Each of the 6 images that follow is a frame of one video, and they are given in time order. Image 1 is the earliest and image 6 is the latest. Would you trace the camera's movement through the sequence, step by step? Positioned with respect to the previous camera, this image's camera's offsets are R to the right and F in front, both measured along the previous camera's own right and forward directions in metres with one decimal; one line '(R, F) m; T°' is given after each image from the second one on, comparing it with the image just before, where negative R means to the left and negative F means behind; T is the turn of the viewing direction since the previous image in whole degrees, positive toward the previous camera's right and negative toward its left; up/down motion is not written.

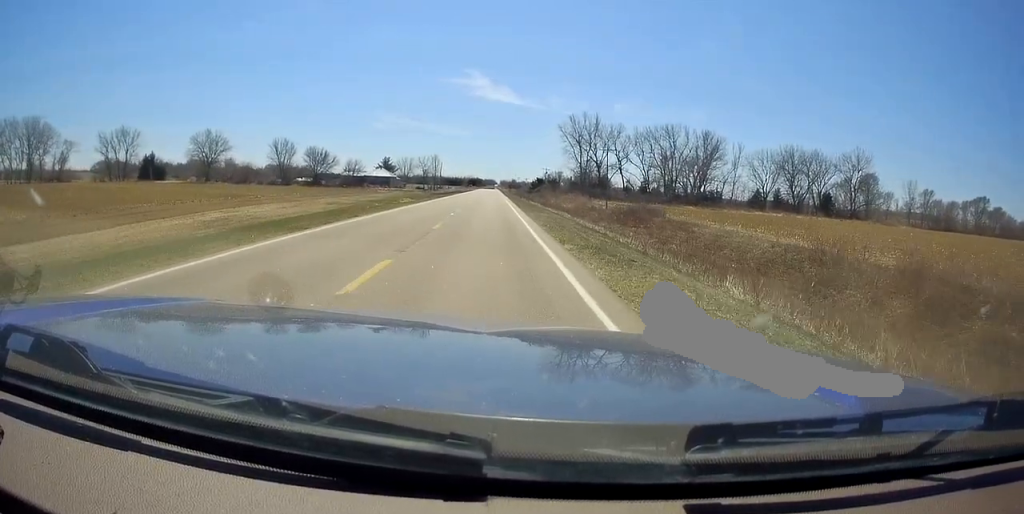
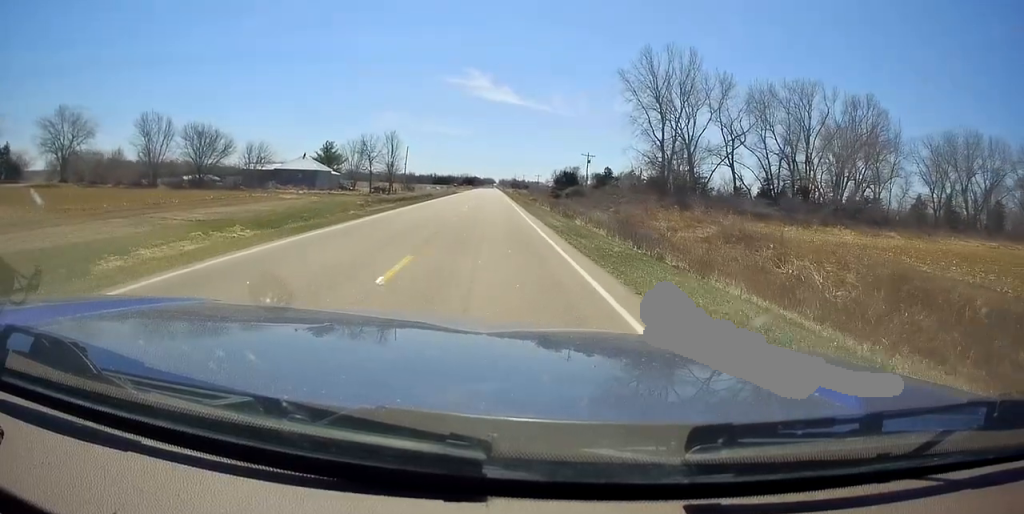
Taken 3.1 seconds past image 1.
(-0.9, +81.8) m; -1°
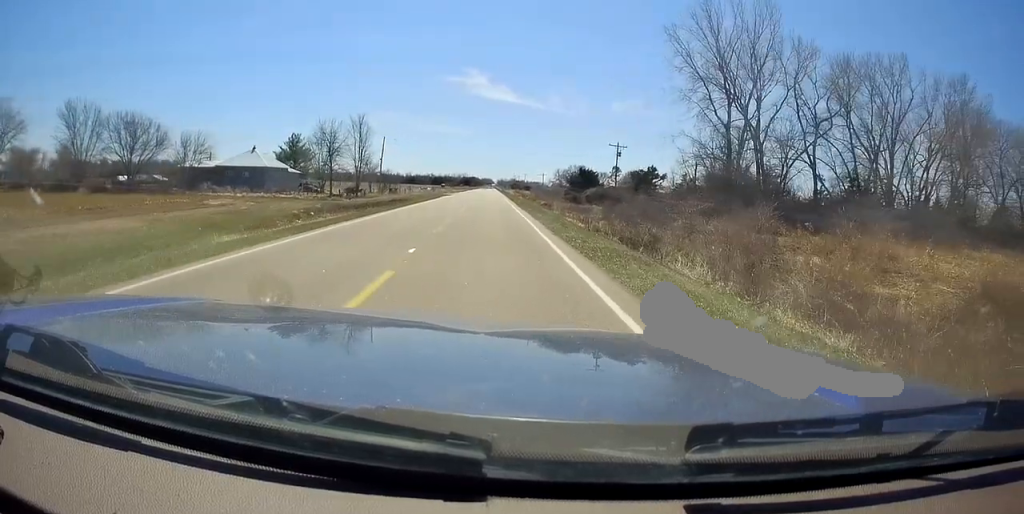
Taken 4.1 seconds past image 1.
(0.0, +25.9) m; 0°
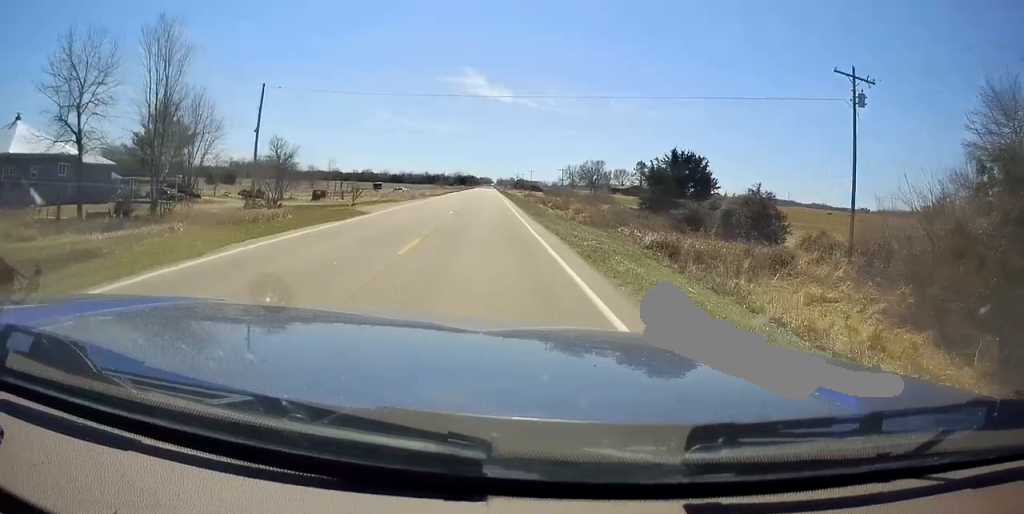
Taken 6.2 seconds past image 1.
(+0.9, +53.8) m; +2°
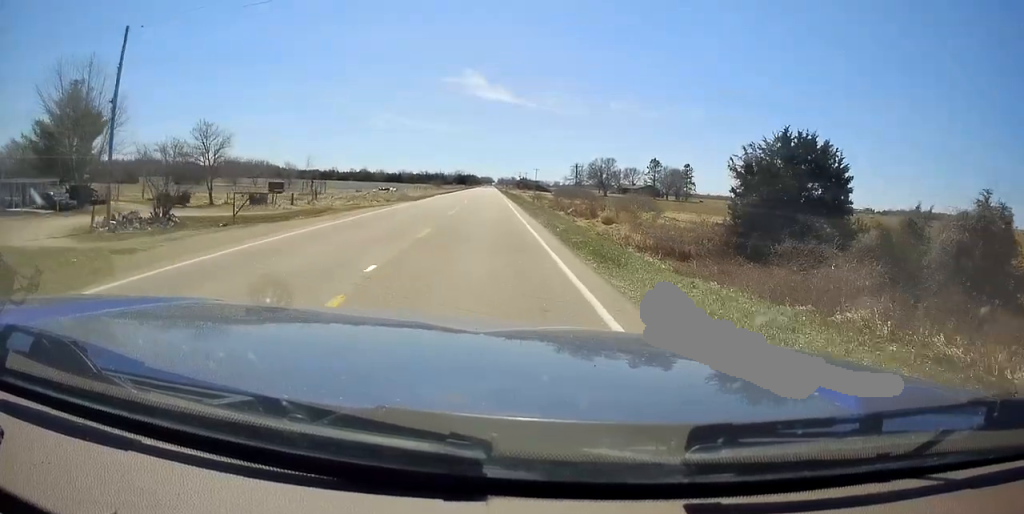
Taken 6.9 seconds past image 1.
(0.0, +20.0) m; 0°
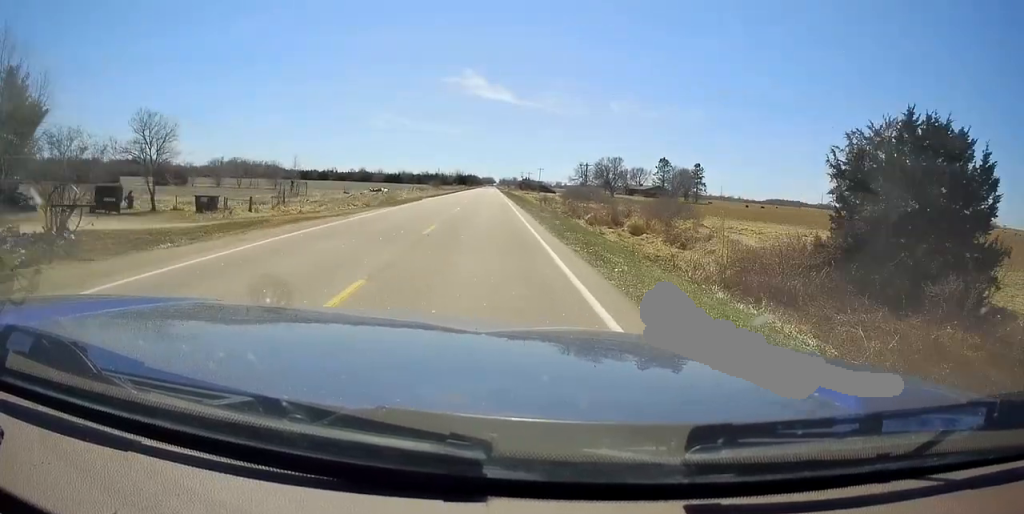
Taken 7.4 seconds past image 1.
(+0.1, +10.6) m; 0°
